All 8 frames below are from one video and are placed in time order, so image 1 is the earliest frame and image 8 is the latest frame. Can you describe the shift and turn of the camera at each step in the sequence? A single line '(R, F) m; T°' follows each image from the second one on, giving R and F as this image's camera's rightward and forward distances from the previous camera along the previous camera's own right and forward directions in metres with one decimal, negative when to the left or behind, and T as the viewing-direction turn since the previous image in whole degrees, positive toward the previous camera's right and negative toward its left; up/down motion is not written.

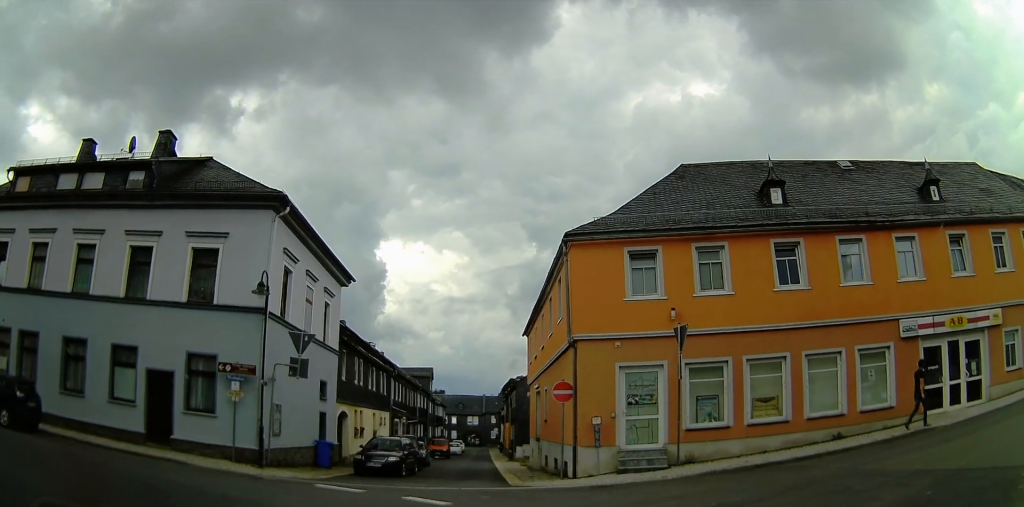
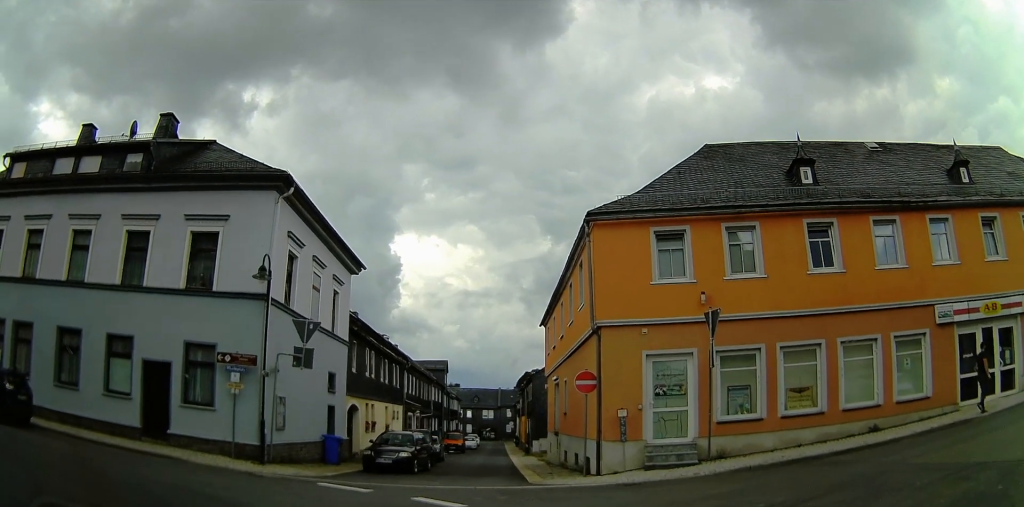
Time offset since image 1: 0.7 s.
(-0.2, +1.5) m; -12°
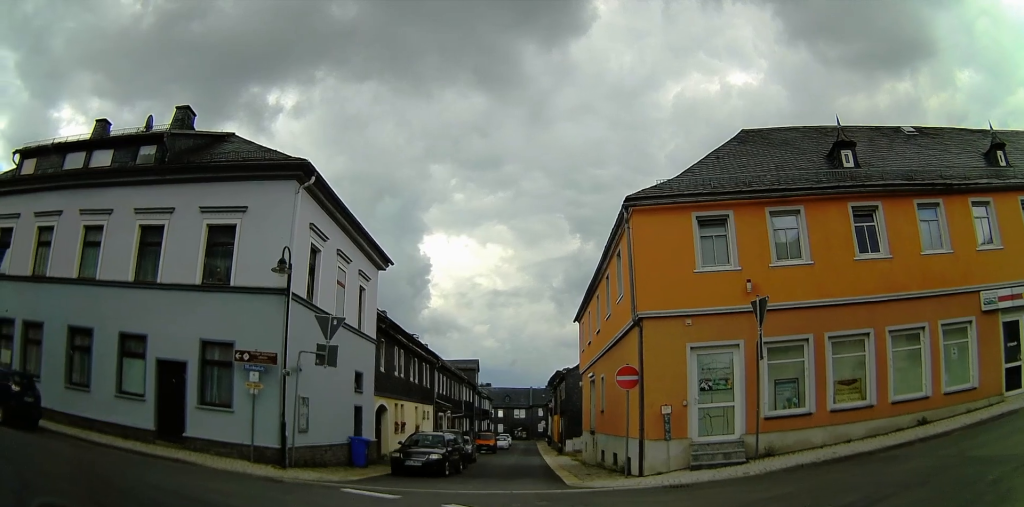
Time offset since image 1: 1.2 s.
(-0.1, +1.2) m; -16°
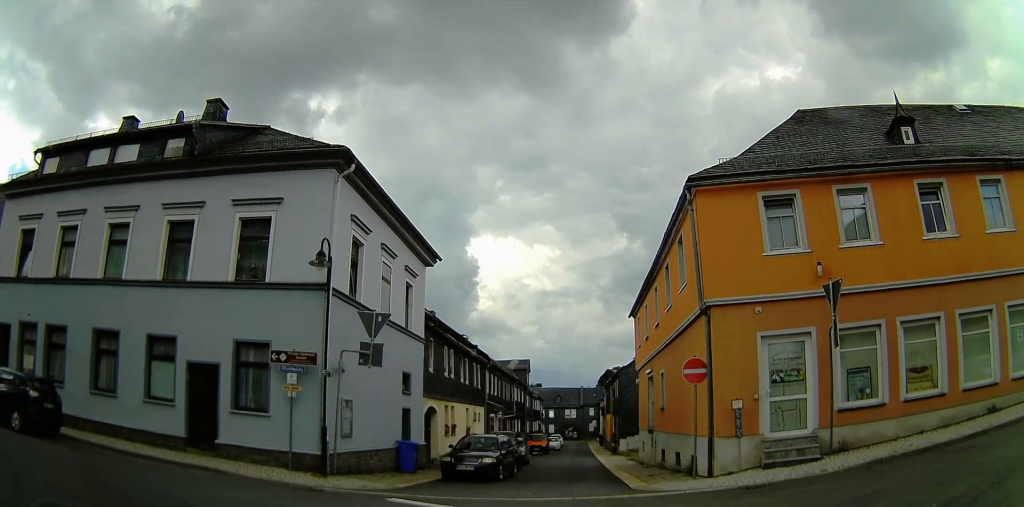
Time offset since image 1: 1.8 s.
(+0.1, +1.4) m; -20°
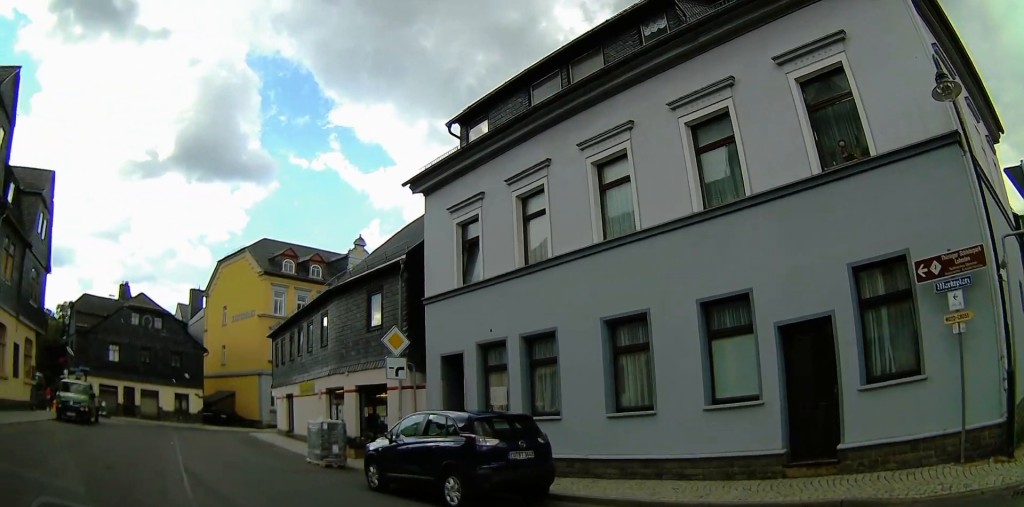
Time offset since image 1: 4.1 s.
(-3.6, +7.7) m; -38°
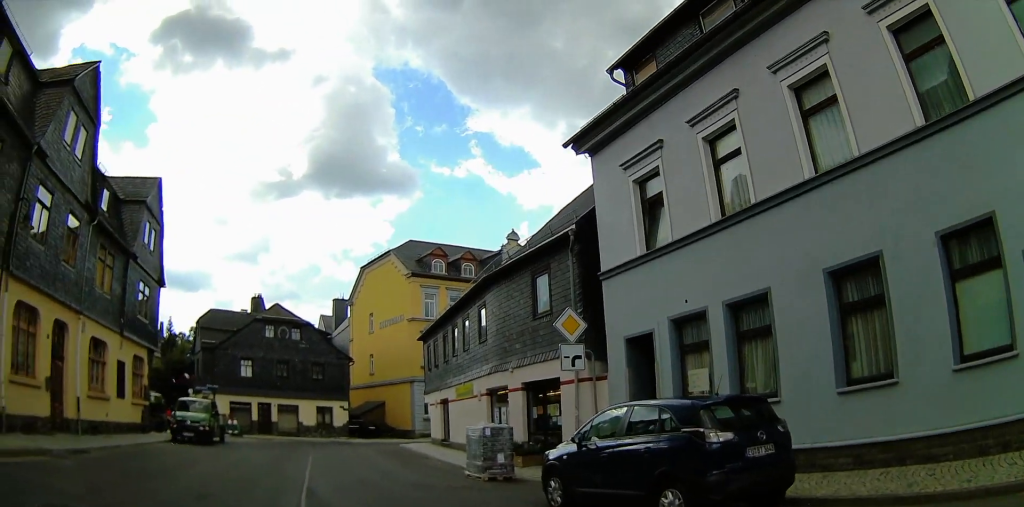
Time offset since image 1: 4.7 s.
(-0.6, +2.8) m; 0°
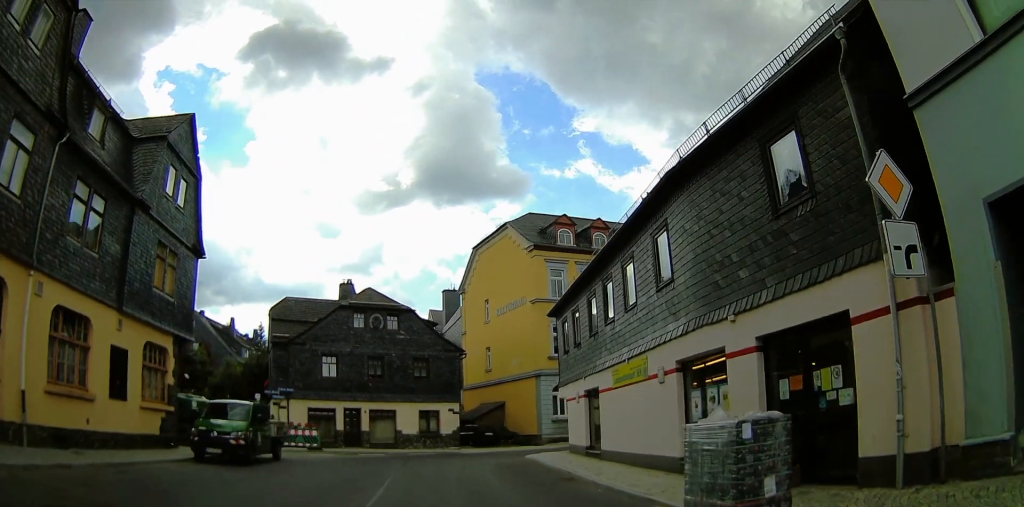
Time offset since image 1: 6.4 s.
(+0.3, +8.0) m; -4°
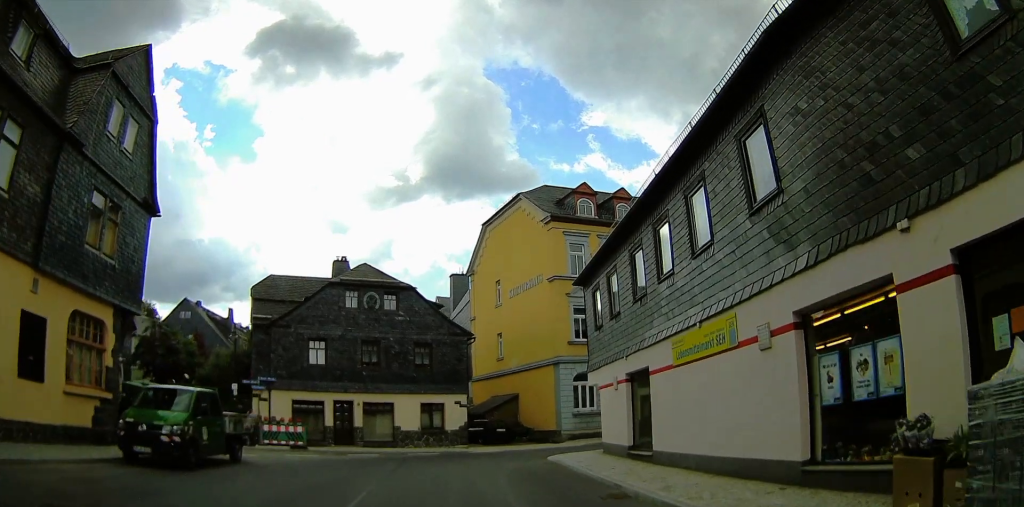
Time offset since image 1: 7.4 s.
(-0.2, +4.9) m; +1°
